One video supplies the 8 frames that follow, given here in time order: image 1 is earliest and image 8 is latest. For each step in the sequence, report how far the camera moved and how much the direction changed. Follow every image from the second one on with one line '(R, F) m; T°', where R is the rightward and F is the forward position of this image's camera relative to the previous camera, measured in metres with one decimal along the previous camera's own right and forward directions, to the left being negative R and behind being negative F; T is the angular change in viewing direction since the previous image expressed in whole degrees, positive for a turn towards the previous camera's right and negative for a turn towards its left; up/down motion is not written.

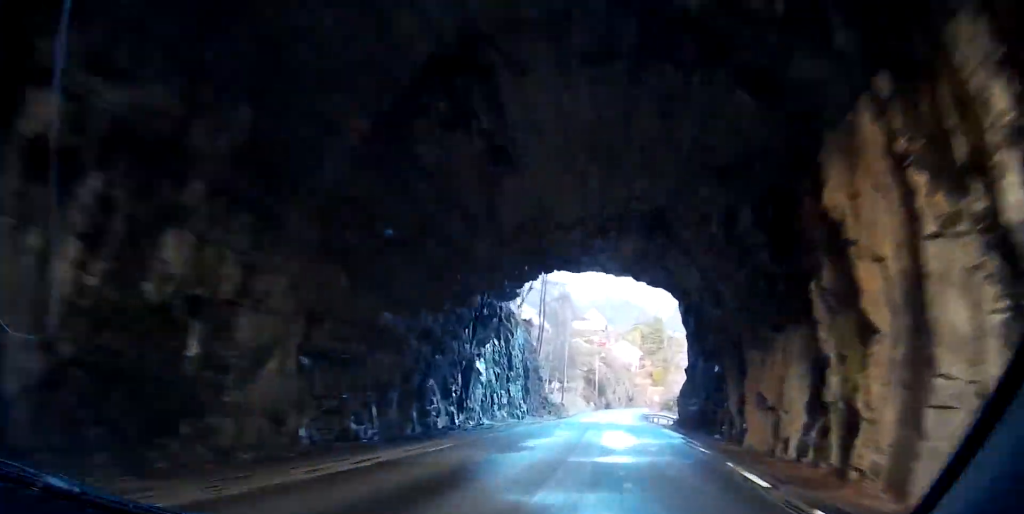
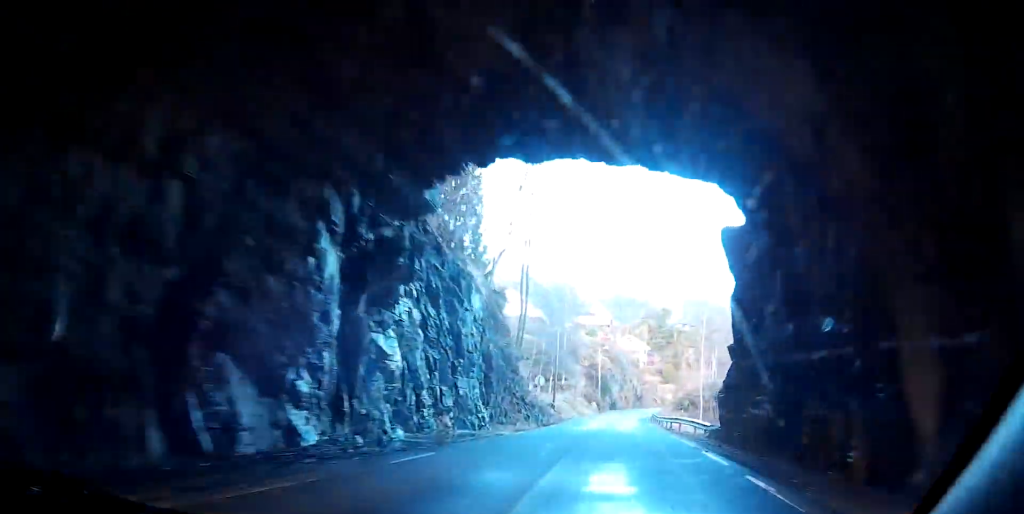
(0.0, +14.0) m; 0°
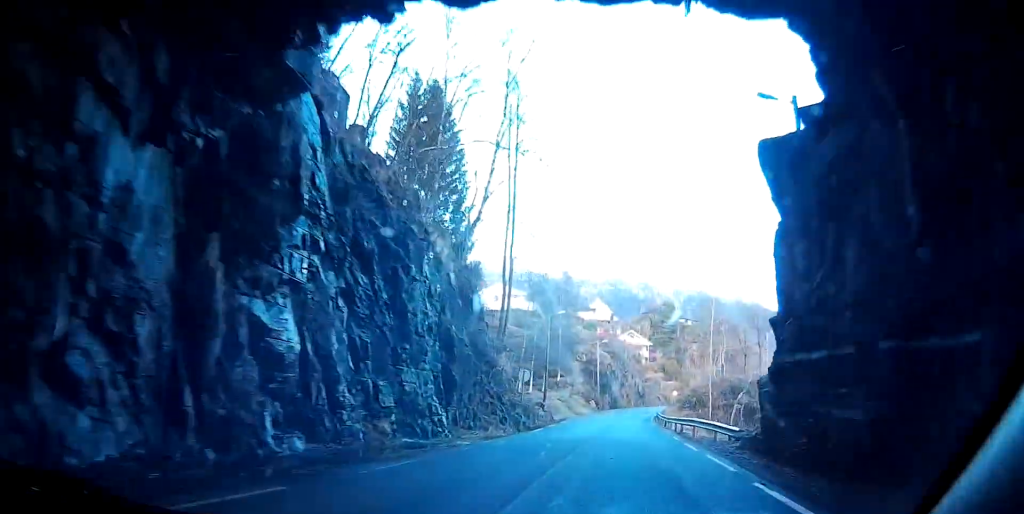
(0.0, +6.8) m; 0°
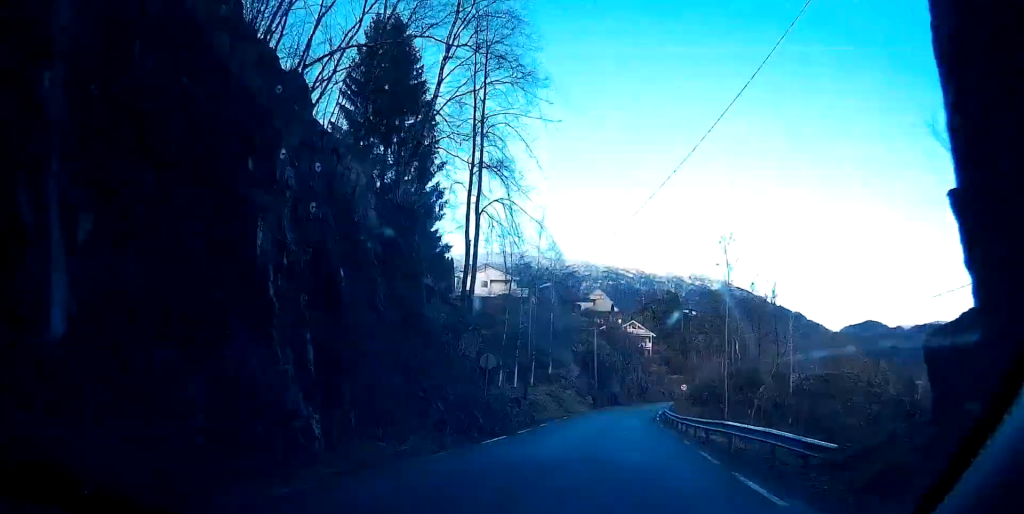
(0.0, +9.8) m; 0°
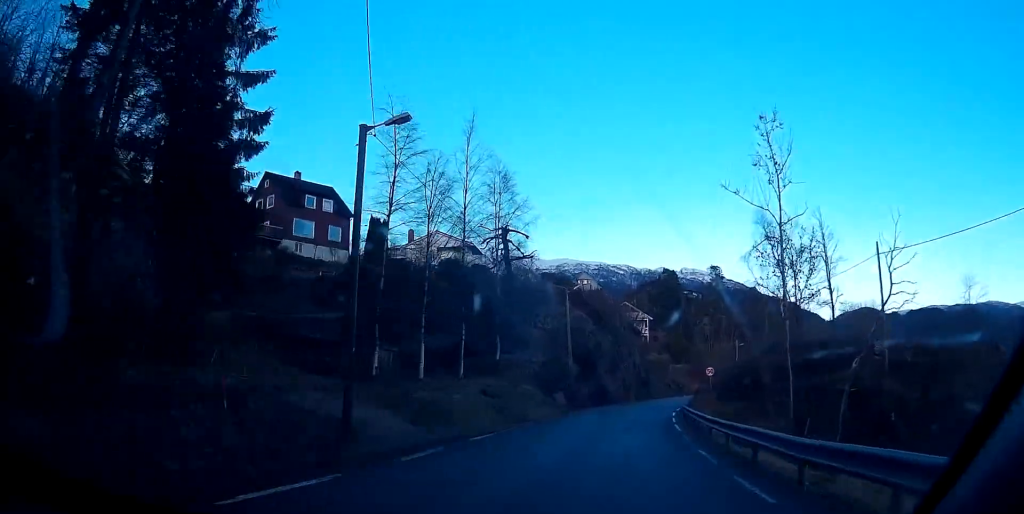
(0.0, +24.4) m; 0°
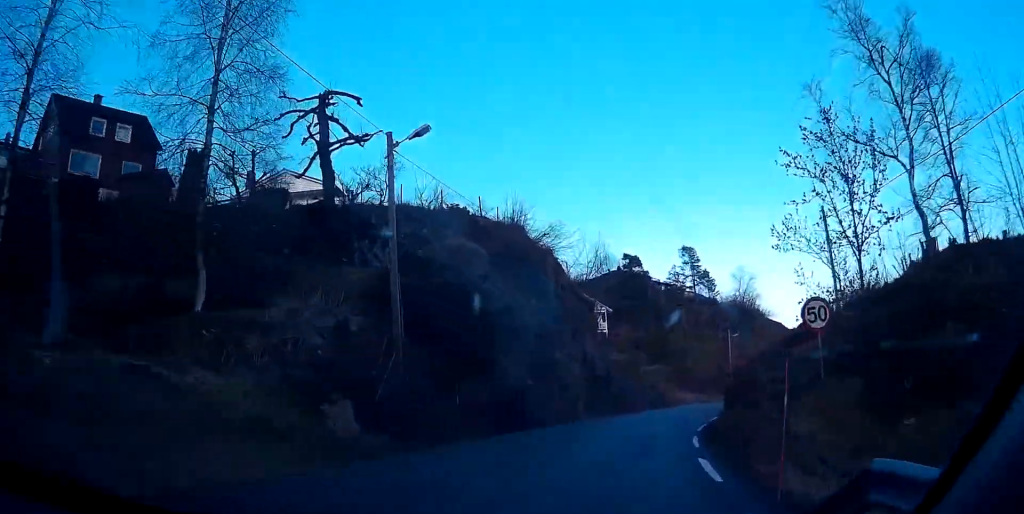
(0.0, +26.7) m; 0°
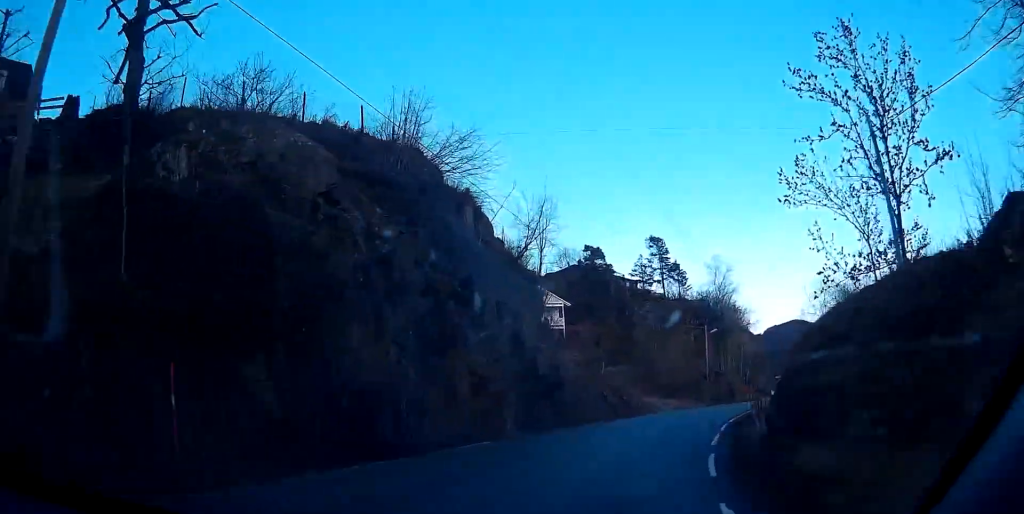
(0.0, +11.6) m; 0°
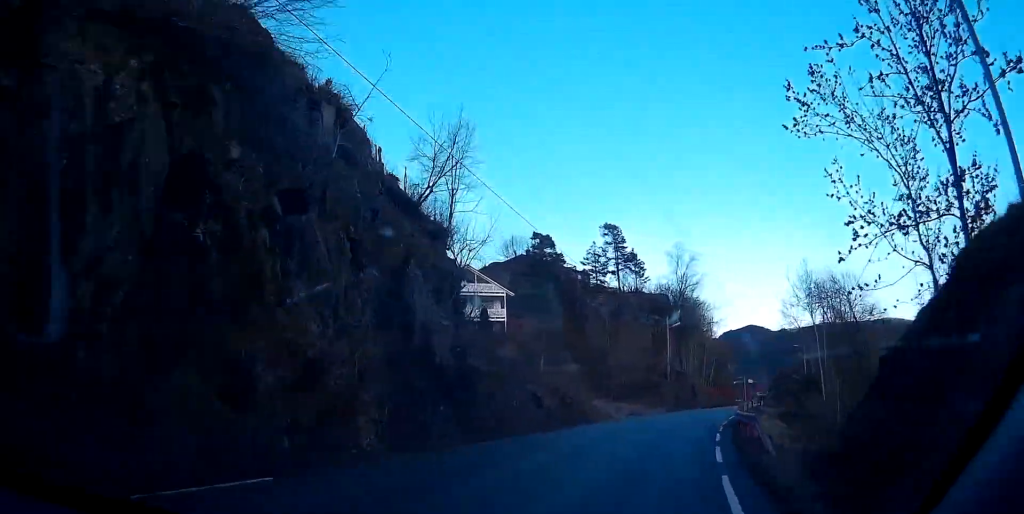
(0.0, +10.1) m; 0°
